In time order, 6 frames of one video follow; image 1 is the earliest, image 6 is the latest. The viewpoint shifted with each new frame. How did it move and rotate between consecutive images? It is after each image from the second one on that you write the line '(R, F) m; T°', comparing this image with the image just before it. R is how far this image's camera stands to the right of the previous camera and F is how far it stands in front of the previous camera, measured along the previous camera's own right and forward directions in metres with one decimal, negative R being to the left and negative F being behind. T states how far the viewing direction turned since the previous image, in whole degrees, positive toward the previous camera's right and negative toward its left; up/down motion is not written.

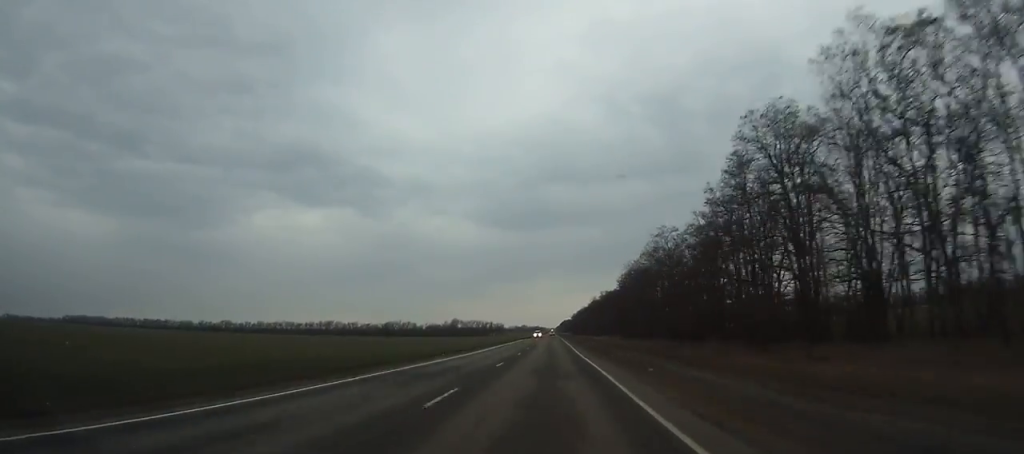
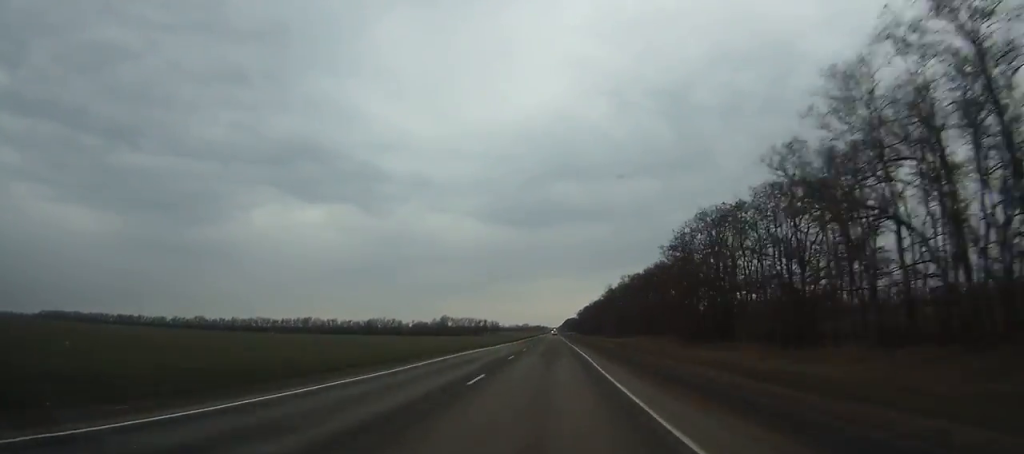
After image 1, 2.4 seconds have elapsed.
(-0.1, +67.4) m; 0°
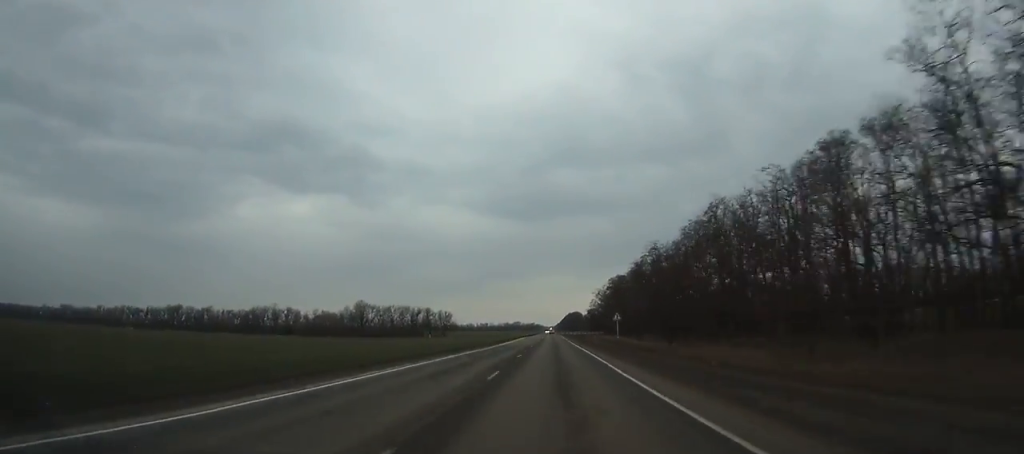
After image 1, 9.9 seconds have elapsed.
(+1.3, +213.3) m; 0°
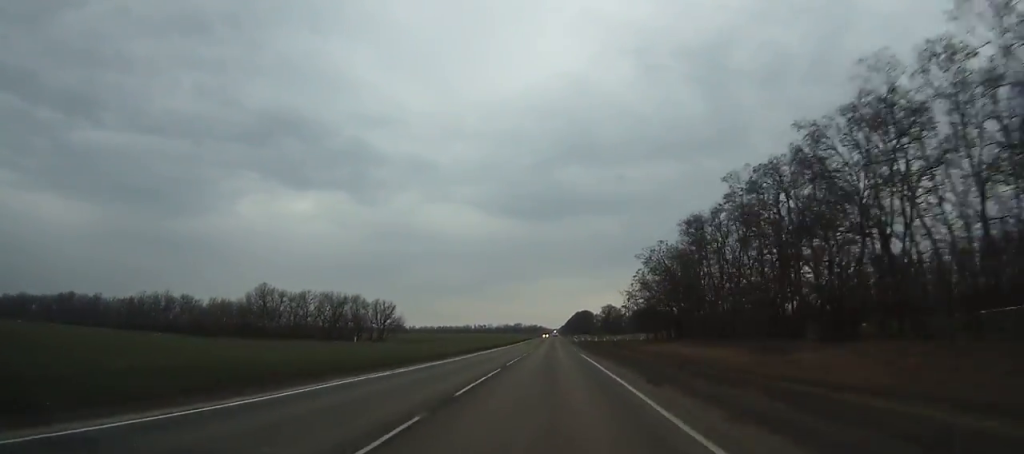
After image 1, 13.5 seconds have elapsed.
(-0.3, +103.8) m; 0°
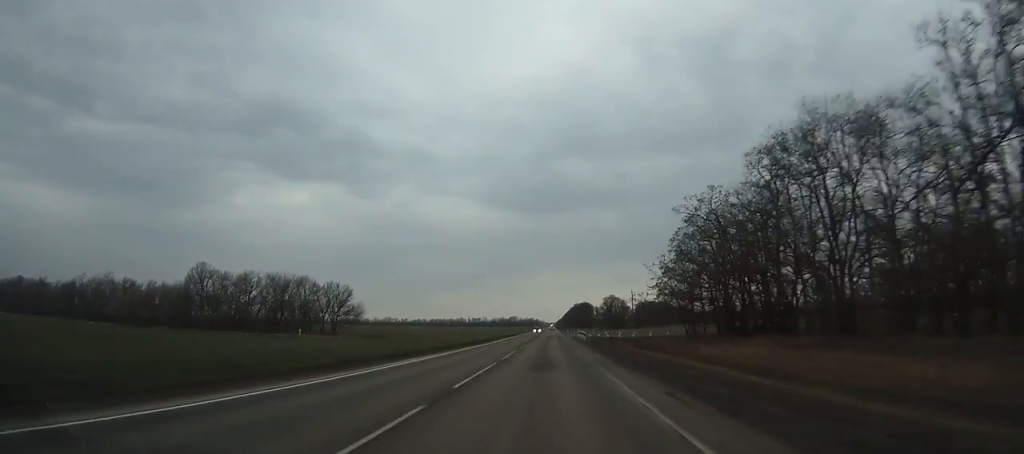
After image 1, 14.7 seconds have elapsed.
(-0.2, +34.8) m; 0°
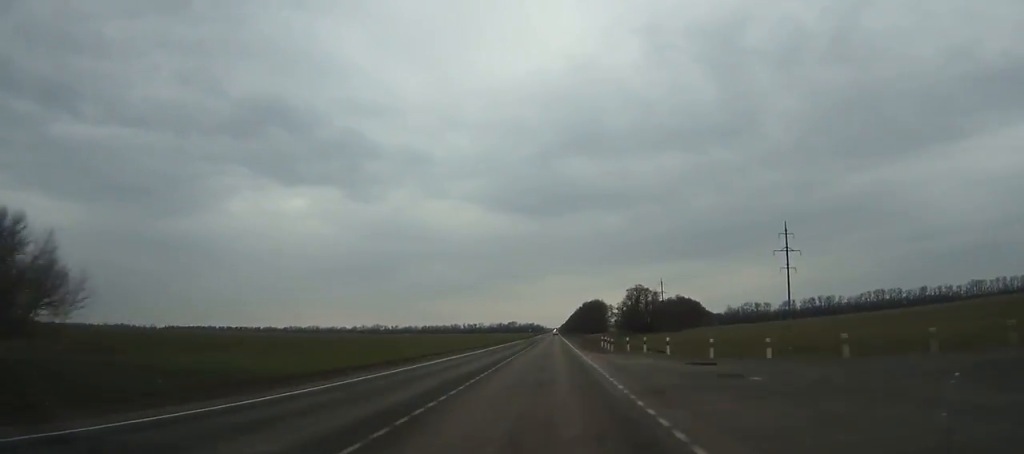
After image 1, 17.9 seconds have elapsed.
(-0.1, +93.0) m; 0°
